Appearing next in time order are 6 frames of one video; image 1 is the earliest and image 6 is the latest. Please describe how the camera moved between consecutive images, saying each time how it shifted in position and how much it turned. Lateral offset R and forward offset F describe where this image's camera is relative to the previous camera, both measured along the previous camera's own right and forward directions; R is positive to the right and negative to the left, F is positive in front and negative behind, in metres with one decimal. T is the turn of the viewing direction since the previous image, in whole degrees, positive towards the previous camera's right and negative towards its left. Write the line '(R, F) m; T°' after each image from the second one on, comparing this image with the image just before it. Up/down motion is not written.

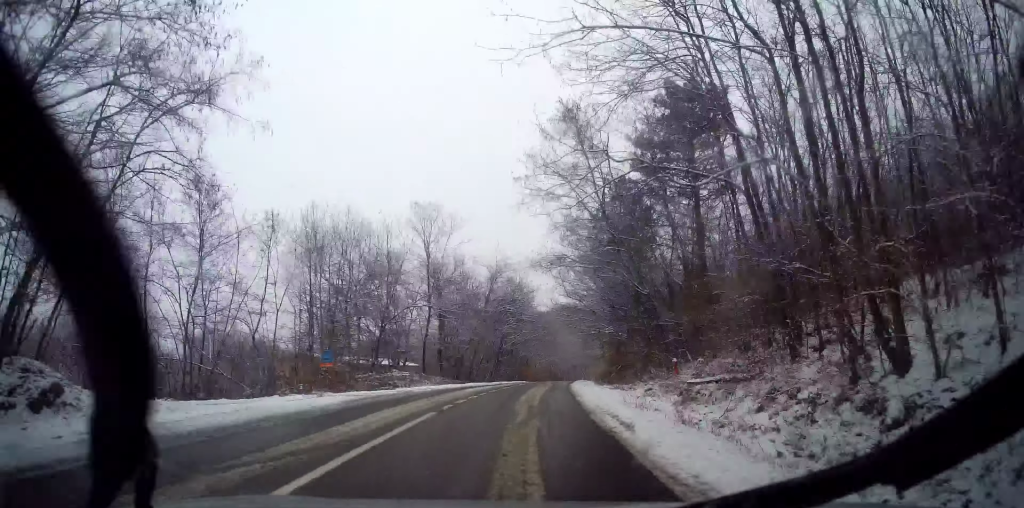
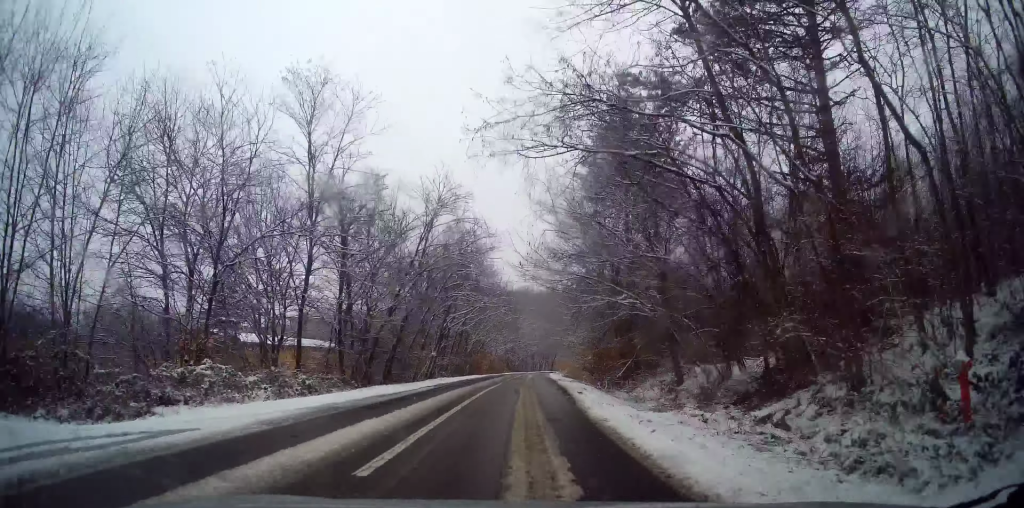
(+1.0, +16.8) m; +5°
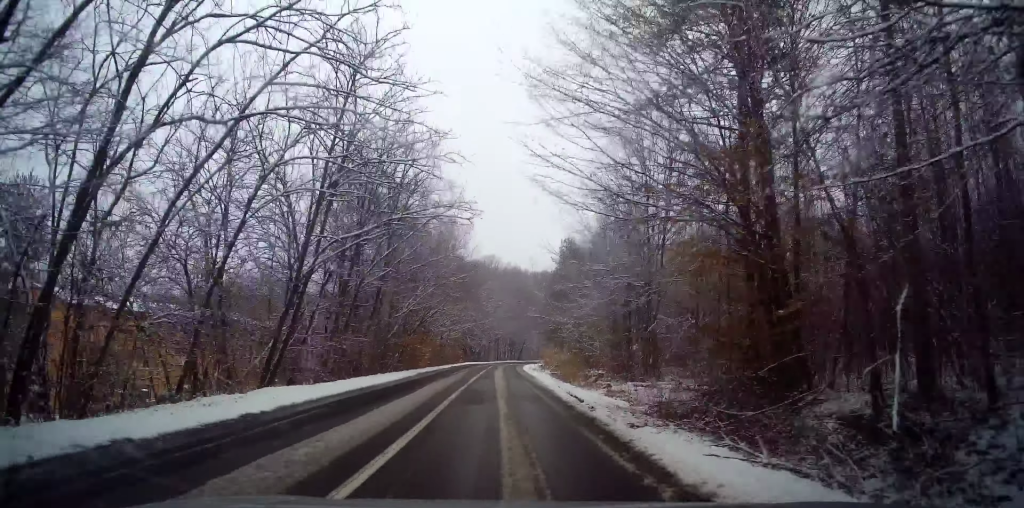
(+0.8, +21.7) m; +4°
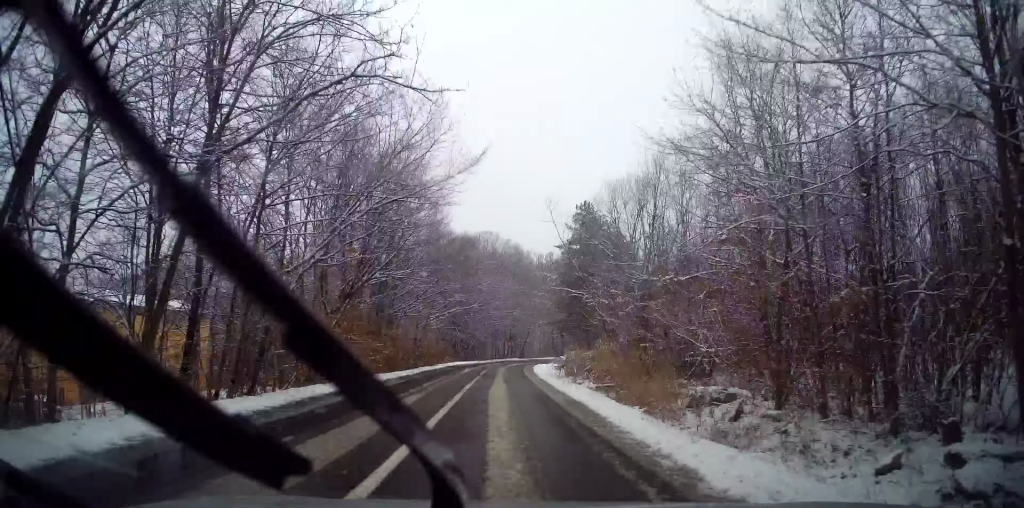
(+0.3, +17.0) m; +2°
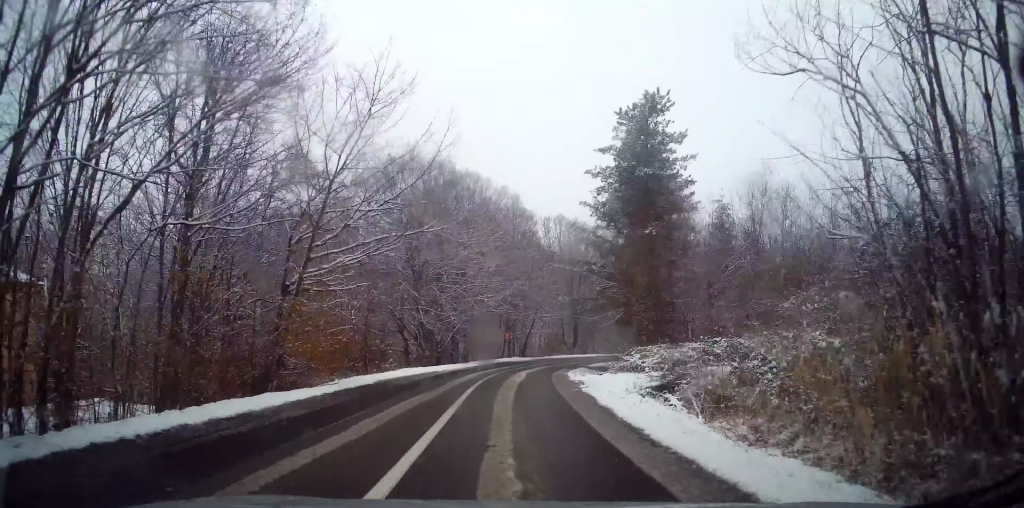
(+0.7, +25.9) m; +2°
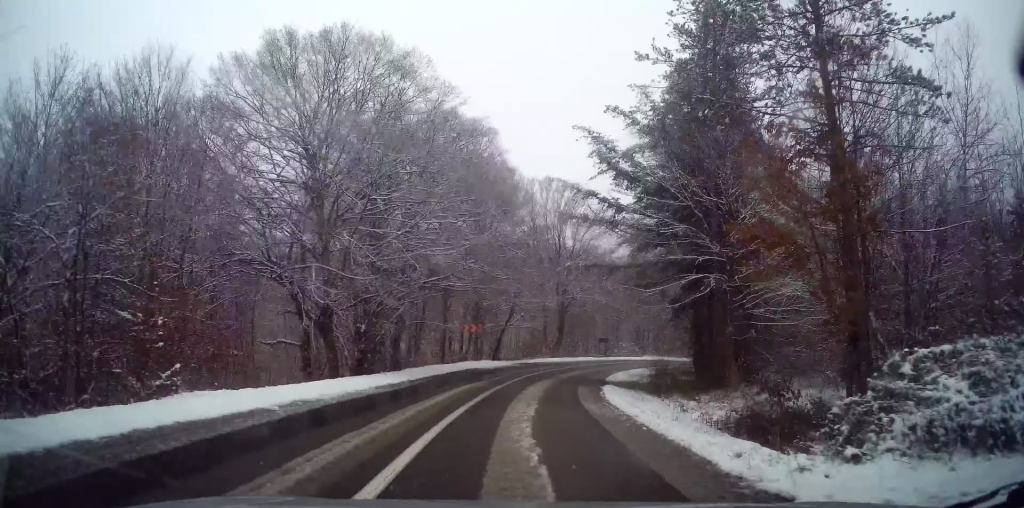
(-0.1, +17.0) m; +3°
